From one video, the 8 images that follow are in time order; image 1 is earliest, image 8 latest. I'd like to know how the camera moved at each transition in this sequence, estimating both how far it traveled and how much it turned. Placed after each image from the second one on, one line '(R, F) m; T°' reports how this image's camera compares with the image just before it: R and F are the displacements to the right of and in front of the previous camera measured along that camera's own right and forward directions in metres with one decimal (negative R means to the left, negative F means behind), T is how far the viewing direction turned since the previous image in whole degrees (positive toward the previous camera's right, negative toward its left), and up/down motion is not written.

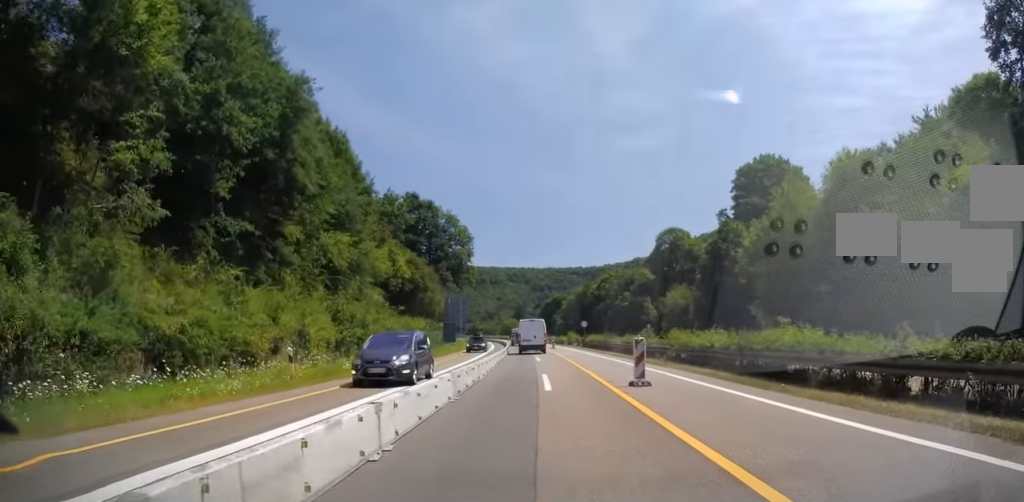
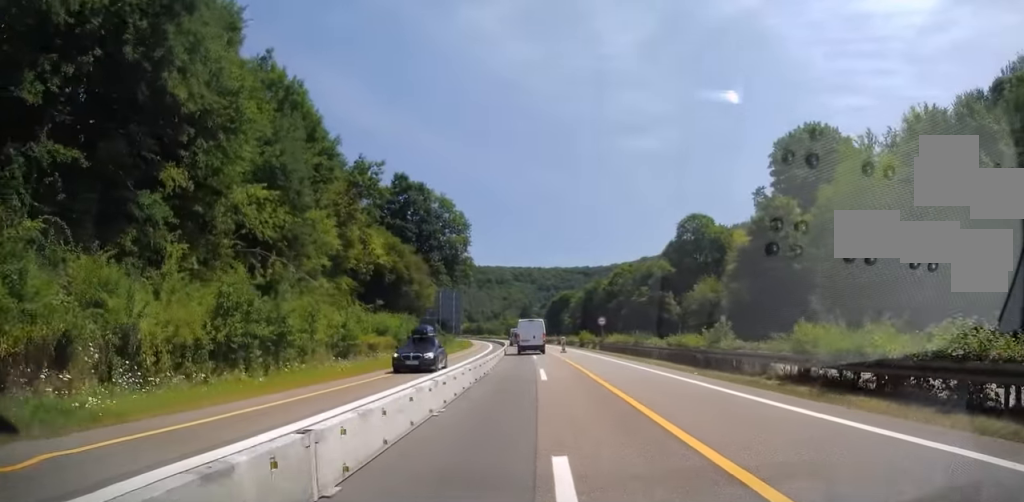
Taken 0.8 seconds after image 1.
(0.0, +14.2) m; -1°
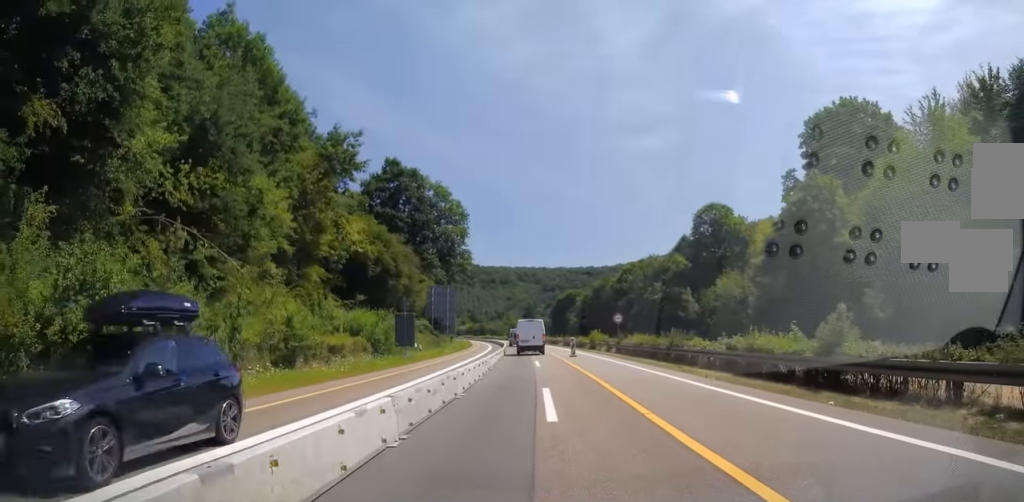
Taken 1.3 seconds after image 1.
(-0.2, +9.1) m; -1°
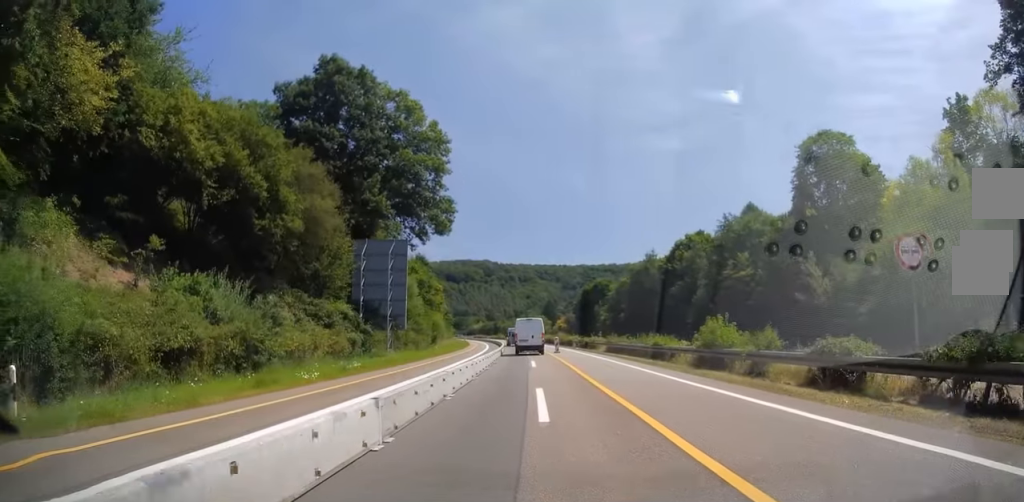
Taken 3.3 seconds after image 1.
(-0.2, +36.6) m; -1°
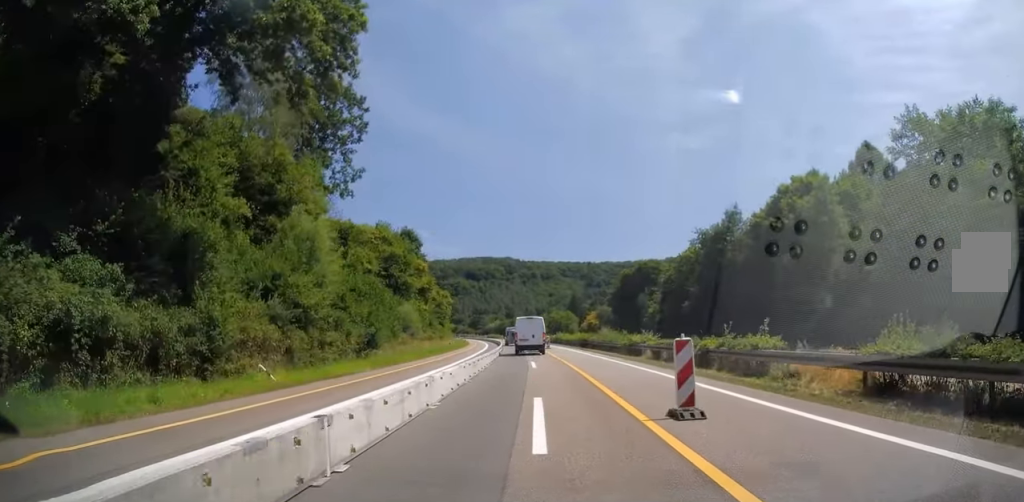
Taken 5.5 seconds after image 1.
(-0.9, +38.0) m; -3°
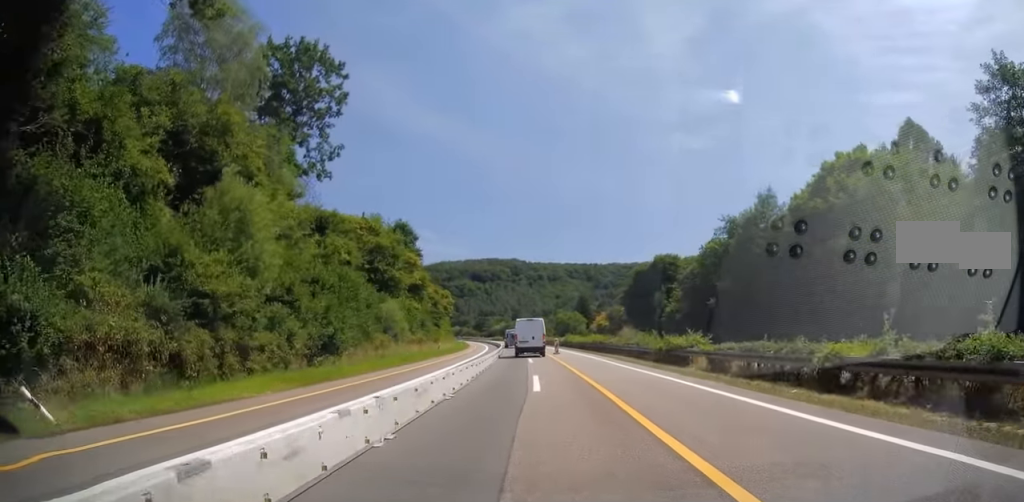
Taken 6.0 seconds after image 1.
(-0.2, +9.9) m; -1°
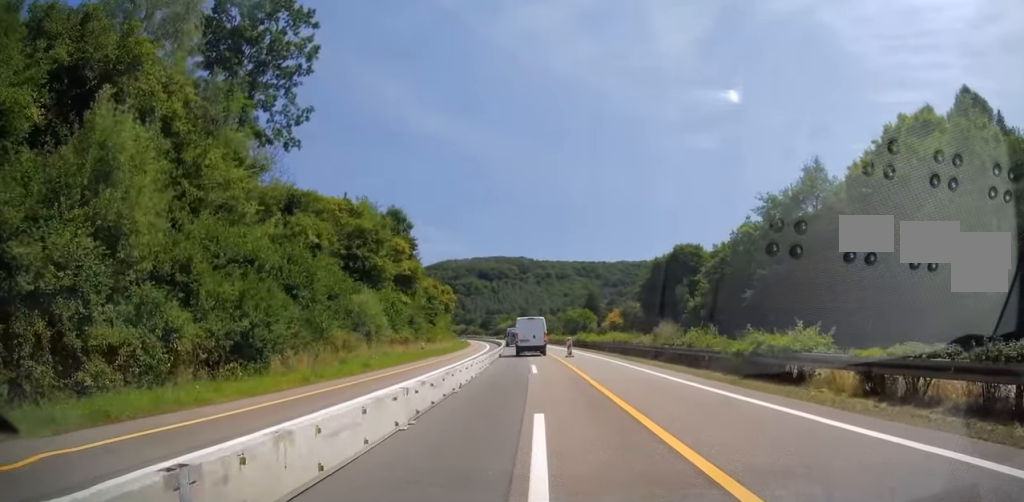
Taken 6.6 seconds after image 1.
(-0.2, +10.8) m; -1°
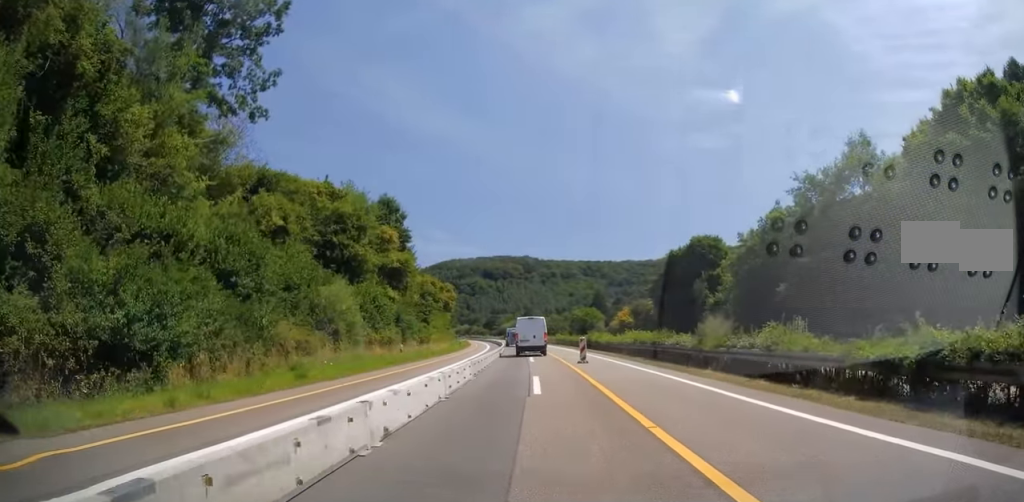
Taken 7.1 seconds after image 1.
(0.0, +8.1) m; 0°
